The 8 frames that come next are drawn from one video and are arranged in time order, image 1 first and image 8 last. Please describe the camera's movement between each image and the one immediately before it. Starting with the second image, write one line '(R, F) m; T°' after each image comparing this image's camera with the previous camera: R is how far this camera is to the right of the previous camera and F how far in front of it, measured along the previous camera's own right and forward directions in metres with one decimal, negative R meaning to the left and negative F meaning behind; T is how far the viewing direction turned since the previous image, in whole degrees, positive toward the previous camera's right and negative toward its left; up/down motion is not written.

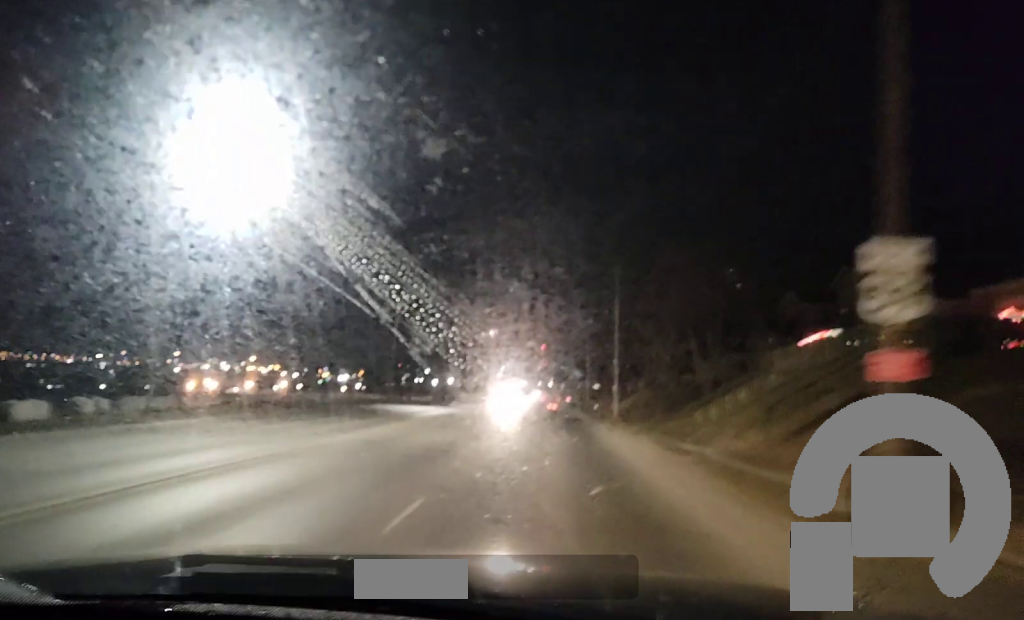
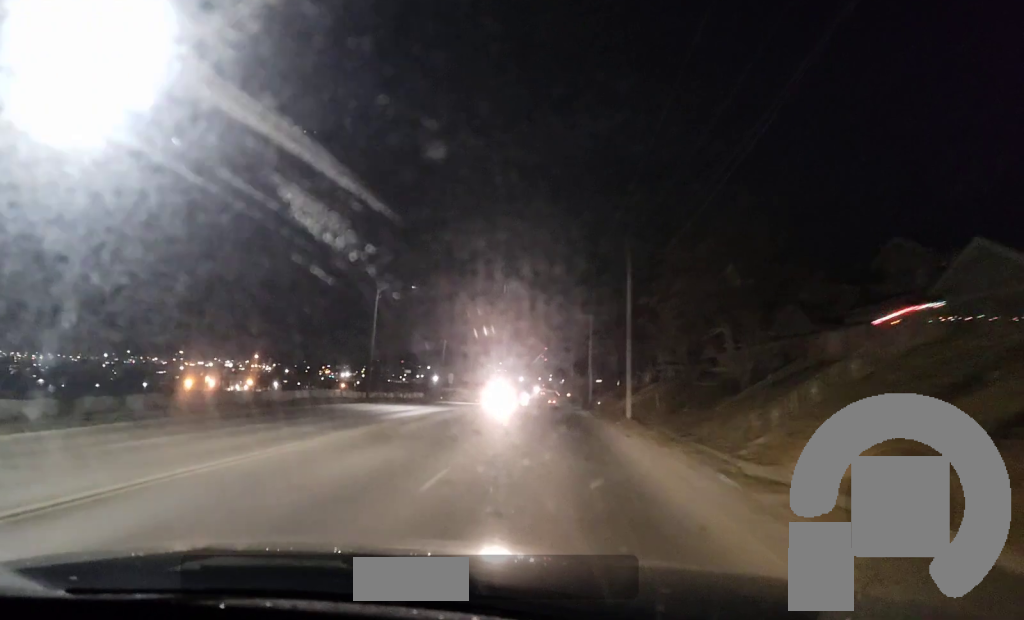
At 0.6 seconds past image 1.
(0.0, +8.4) m; 0°
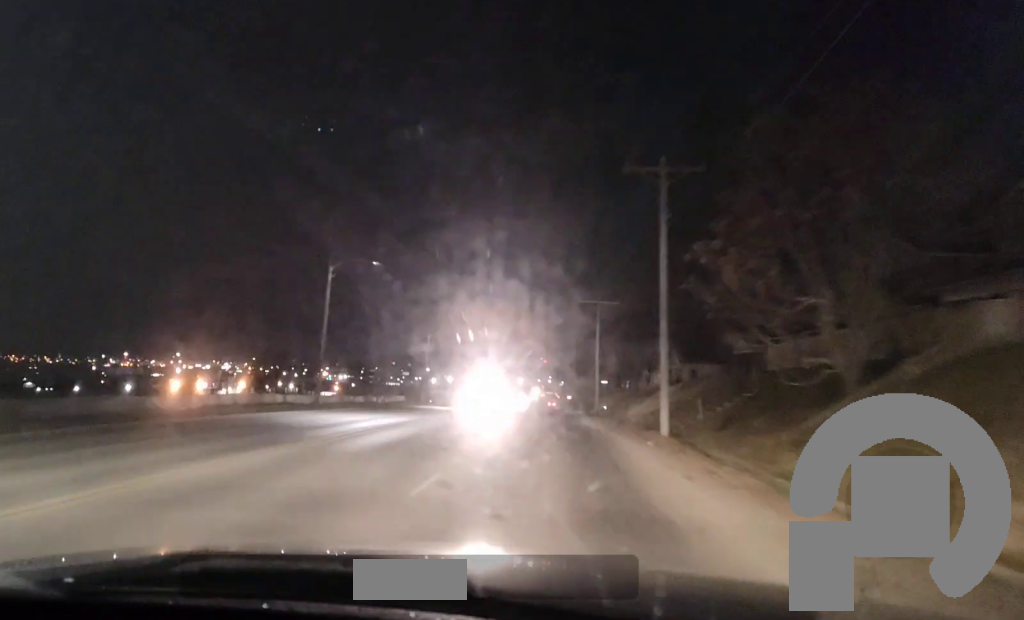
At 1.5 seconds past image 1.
(+0.1, +13.0) m; 0°
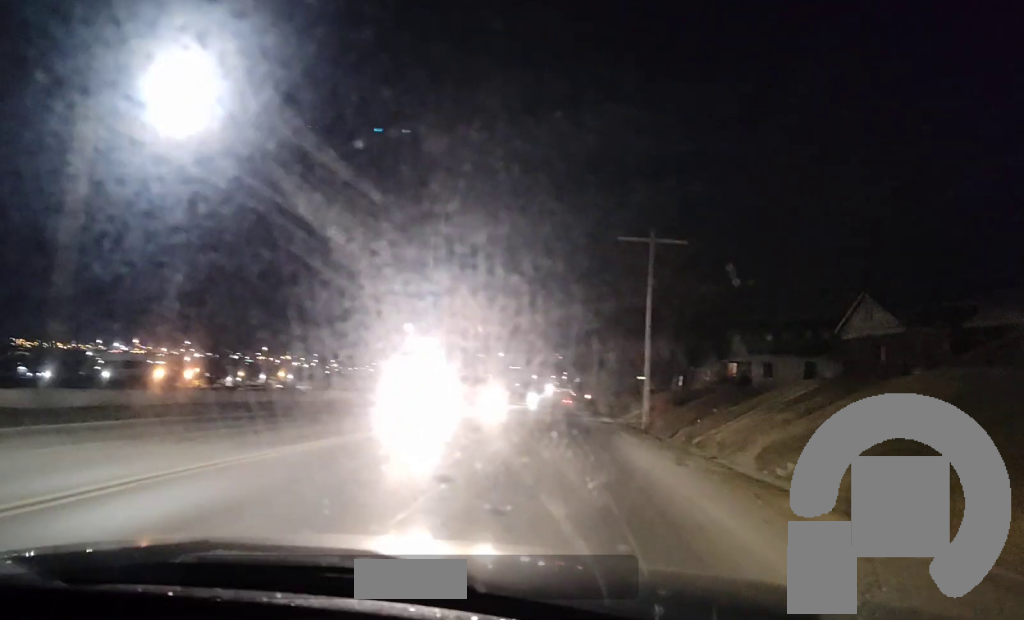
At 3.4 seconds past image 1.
(-0.4, +26.2) m; -1°
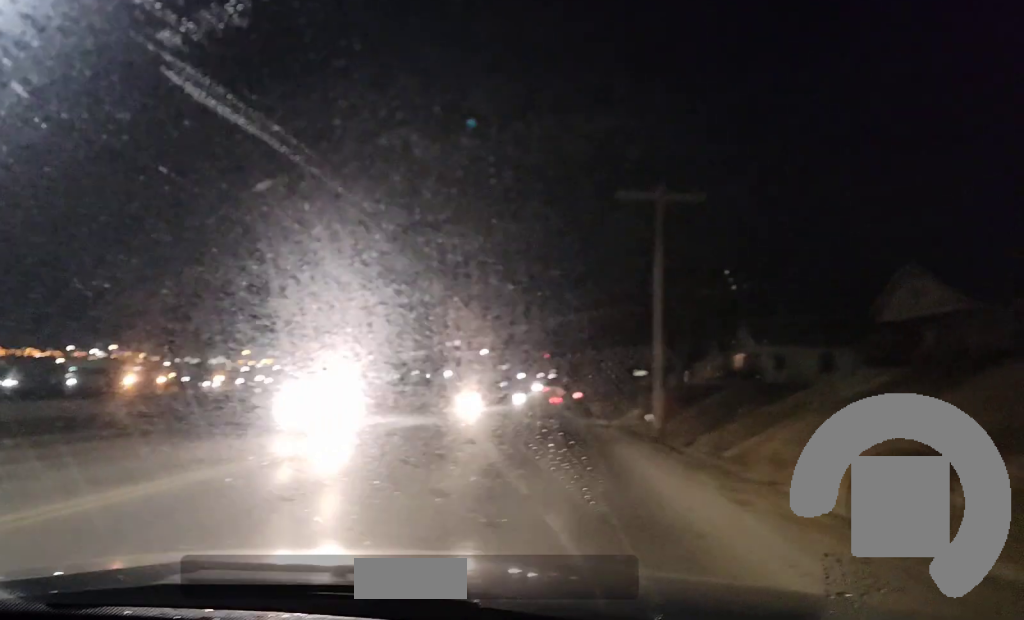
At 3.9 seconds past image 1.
(0.0, +7.7) m; 0°
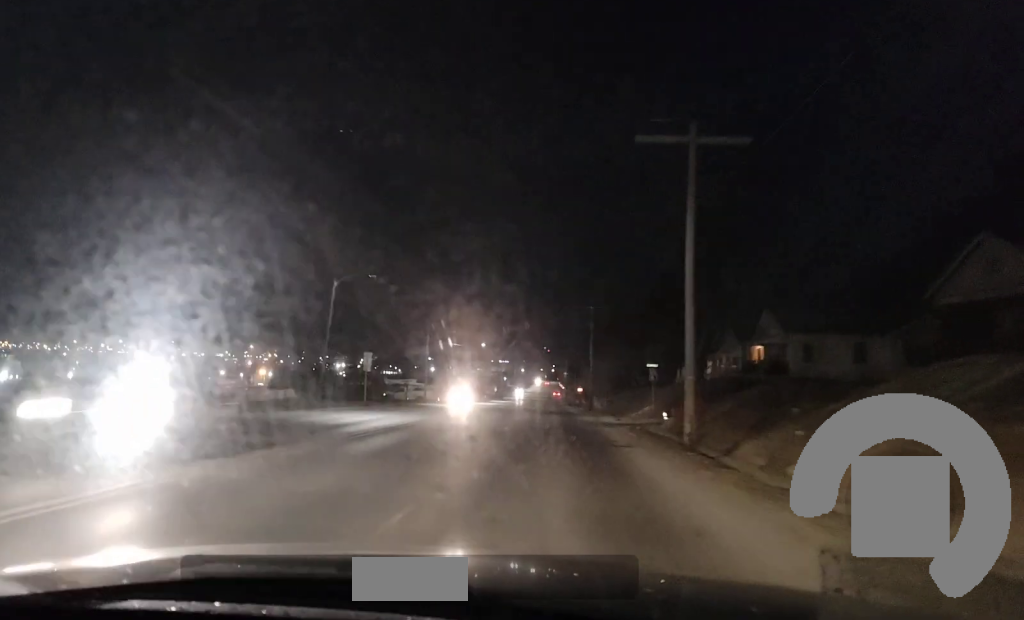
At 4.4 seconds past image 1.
(0.0, +6.9) m; 0°
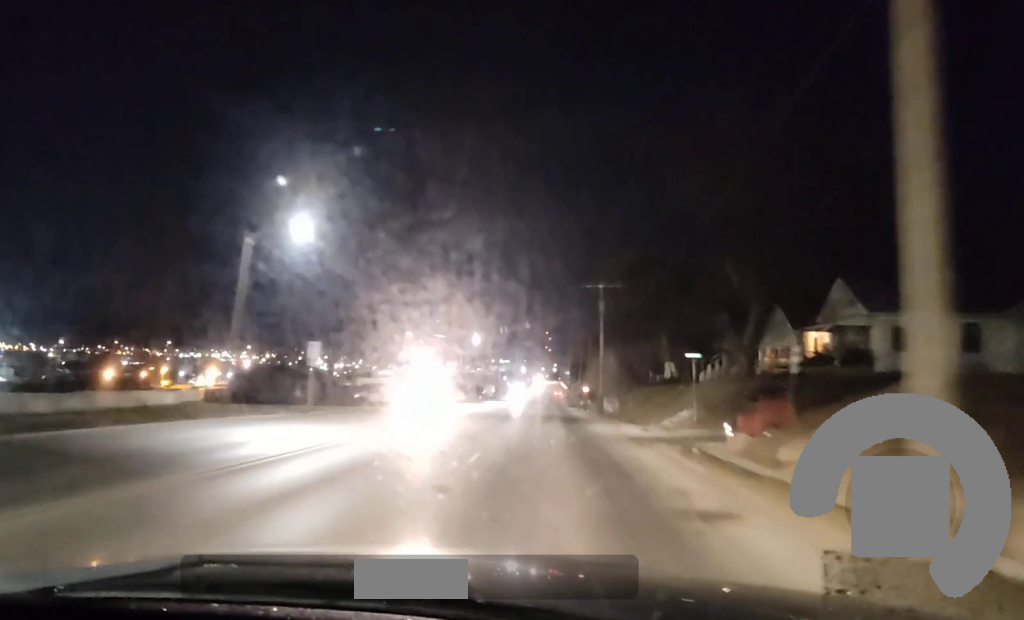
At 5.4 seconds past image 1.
(0.0, +14.0) m; 0°
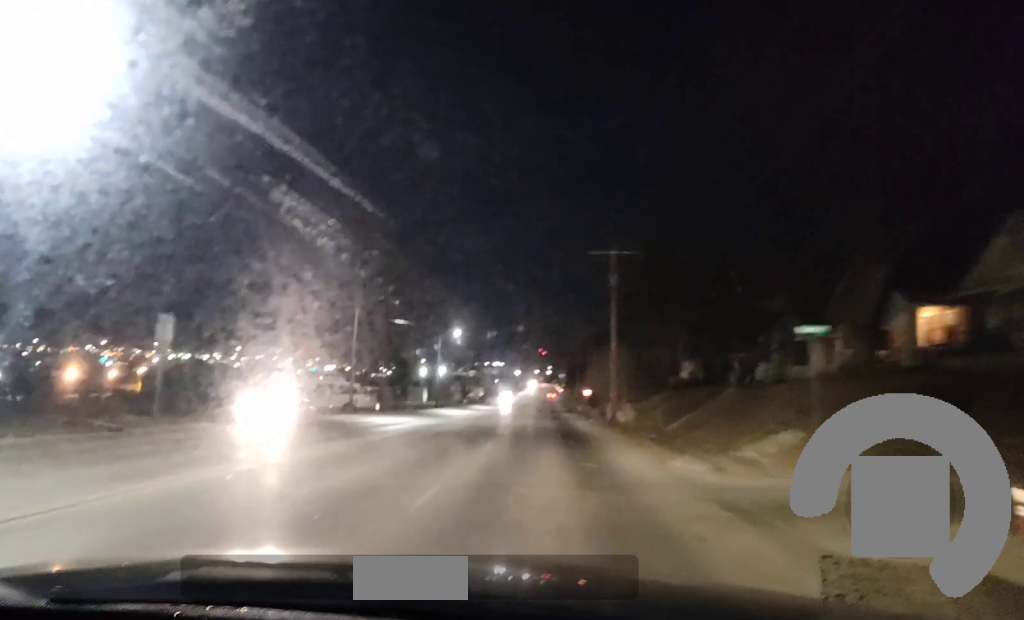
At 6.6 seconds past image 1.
(-0.3, +18.2) m; -3°
